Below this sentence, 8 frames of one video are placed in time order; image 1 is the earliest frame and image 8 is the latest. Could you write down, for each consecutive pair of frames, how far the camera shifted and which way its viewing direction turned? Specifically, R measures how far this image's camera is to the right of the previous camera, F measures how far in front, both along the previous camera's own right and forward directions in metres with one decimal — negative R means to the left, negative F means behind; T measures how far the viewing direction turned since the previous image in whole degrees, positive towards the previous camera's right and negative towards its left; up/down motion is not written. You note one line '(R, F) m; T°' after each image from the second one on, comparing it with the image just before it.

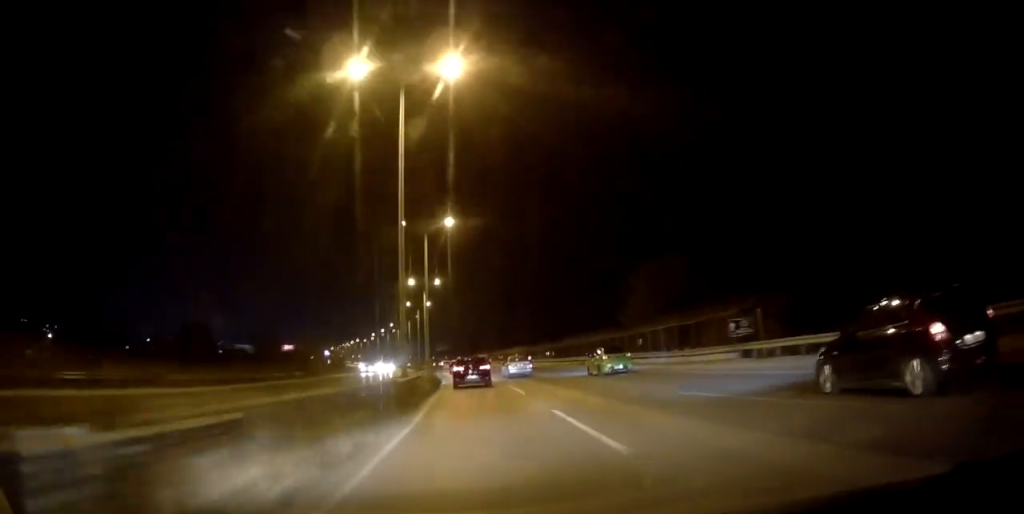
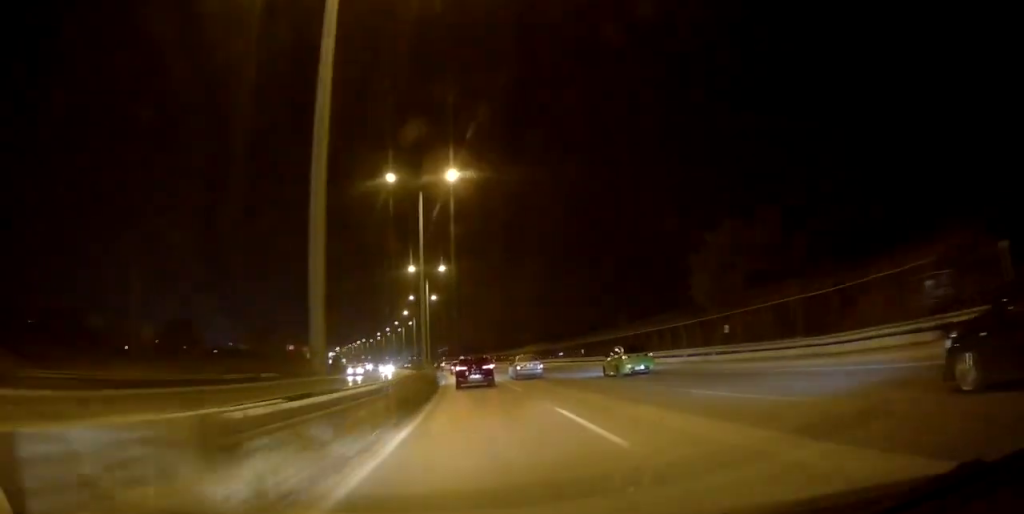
(+0.1, +13.6) m; -1°
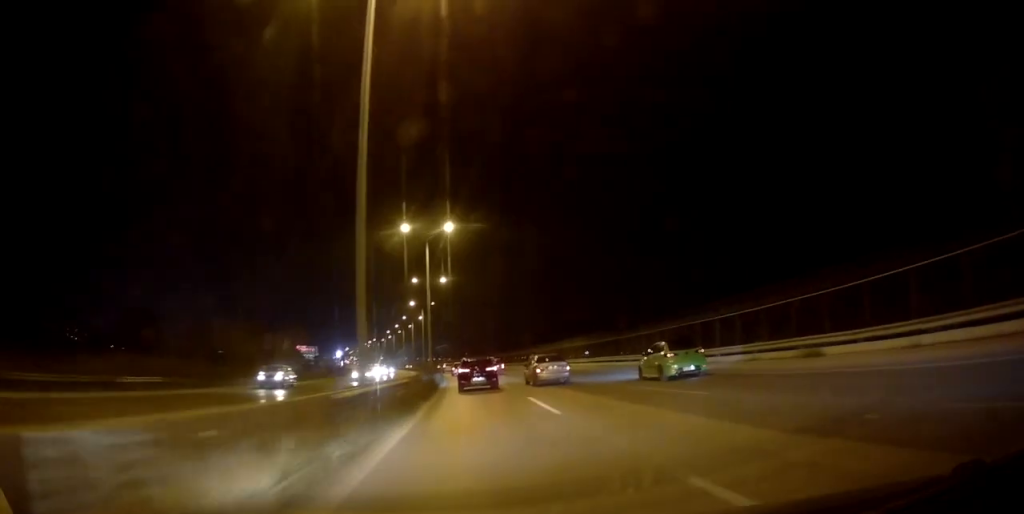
(-0.5, +23.7) m; -2°
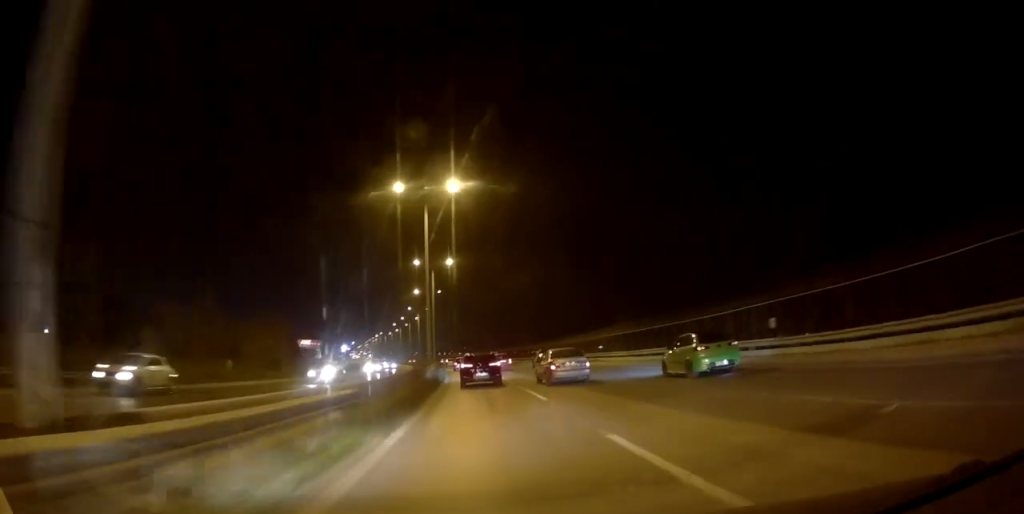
(-0.2, +11.0) m; -1°
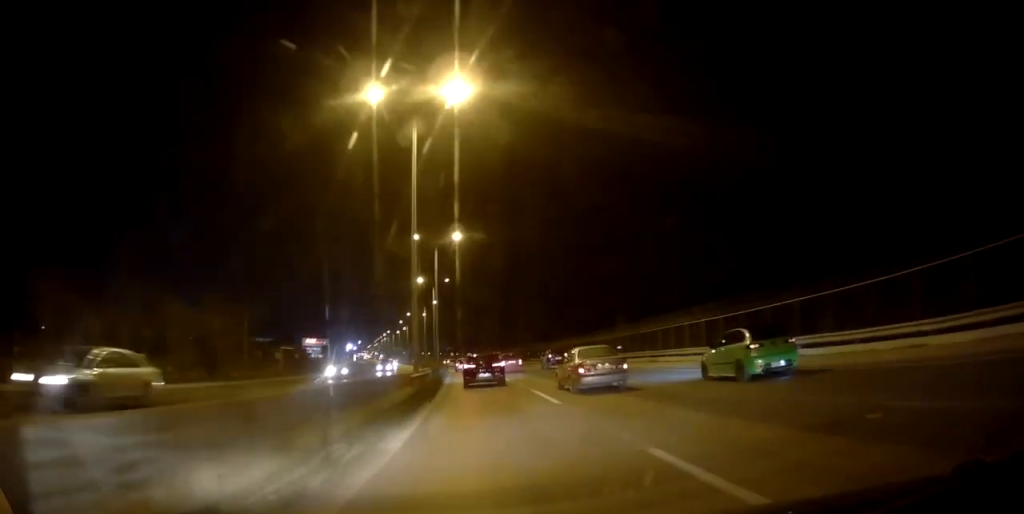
(0.0, +15.5) m; -1°
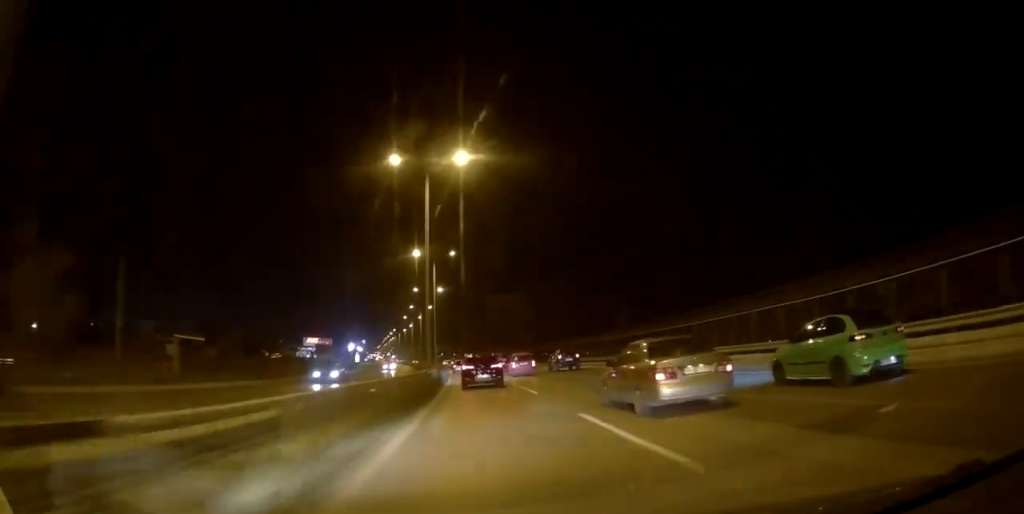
(-0.2, +23.7) m; -2°
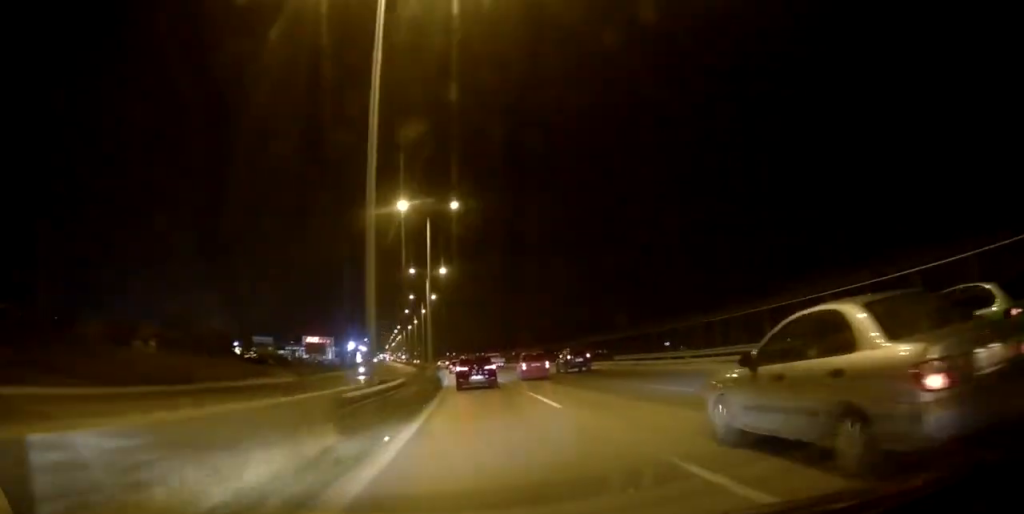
(-0.3, +21.4) m; -2°
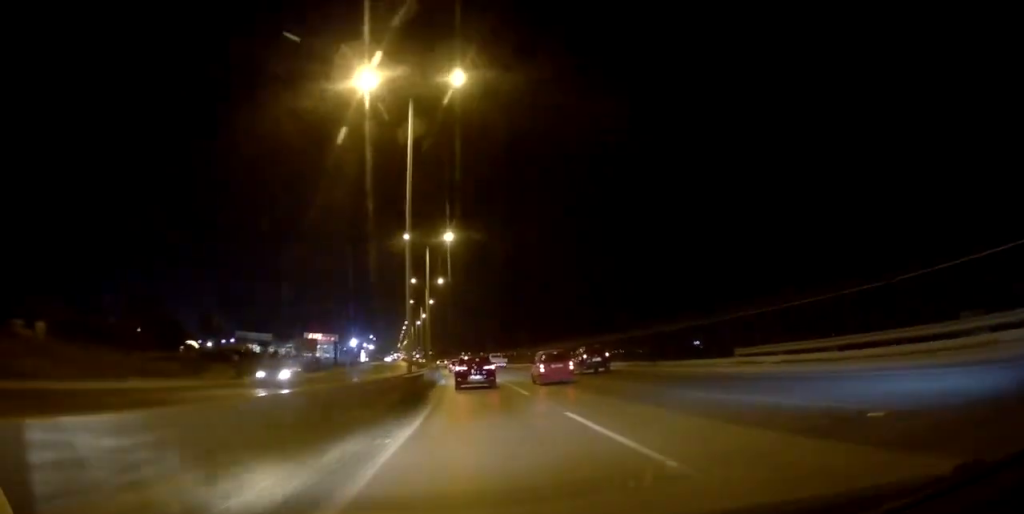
(-0.3, +22.2) m; -2°
